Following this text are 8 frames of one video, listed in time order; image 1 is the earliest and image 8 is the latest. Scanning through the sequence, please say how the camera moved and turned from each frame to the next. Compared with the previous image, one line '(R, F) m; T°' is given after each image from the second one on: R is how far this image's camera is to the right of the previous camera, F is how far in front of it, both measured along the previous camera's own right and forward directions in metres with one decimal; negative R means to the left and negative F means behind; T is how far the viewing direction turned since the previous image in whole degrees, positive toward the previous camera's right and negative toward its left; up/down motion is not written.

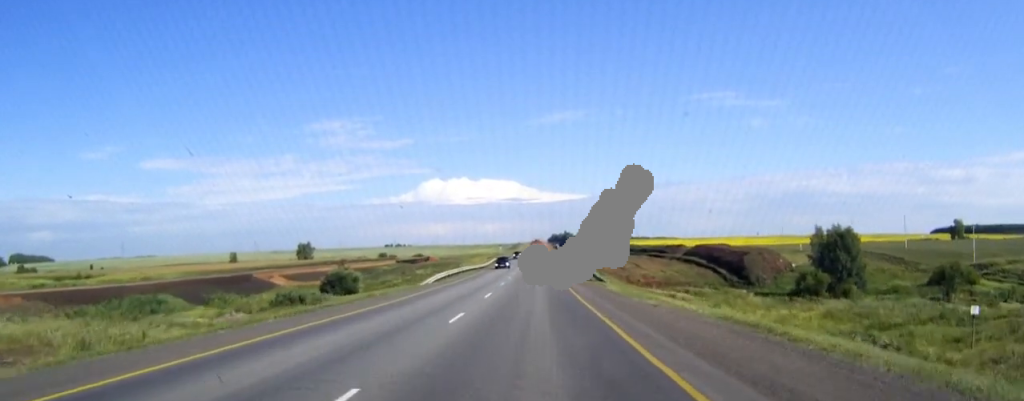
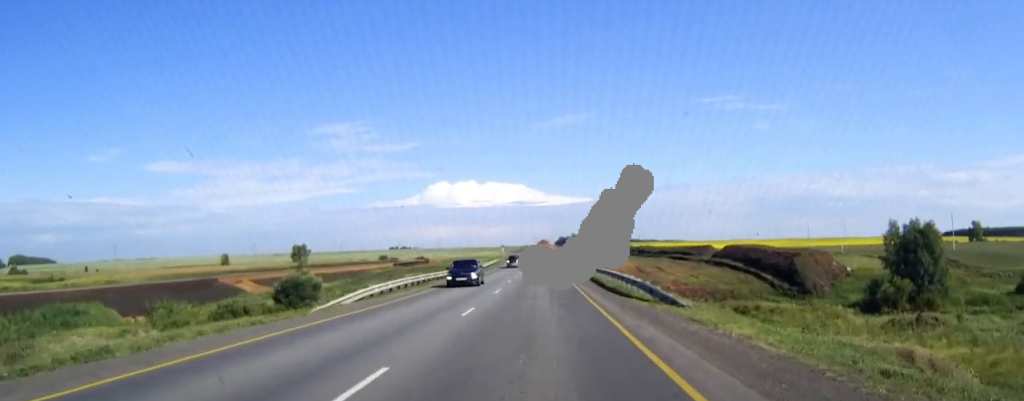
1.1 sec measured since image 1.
(-0.1, +22.4) m; 0°
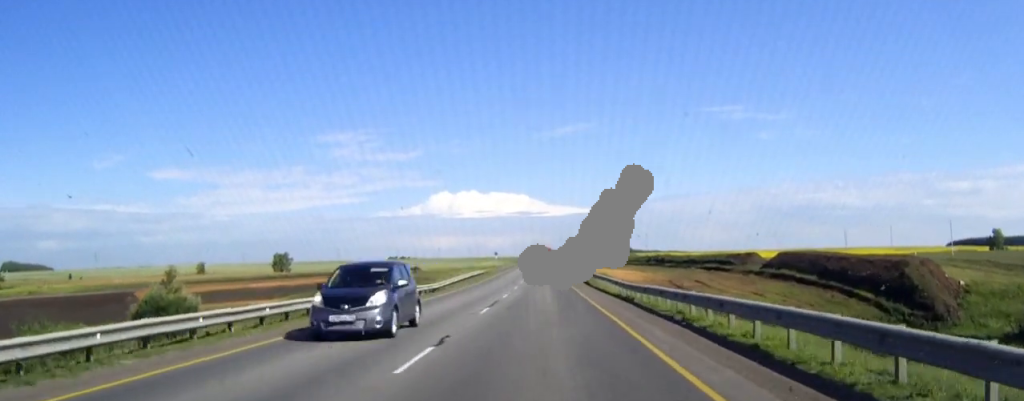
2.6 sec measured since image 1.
(-0.1, +33.1) m; 0°
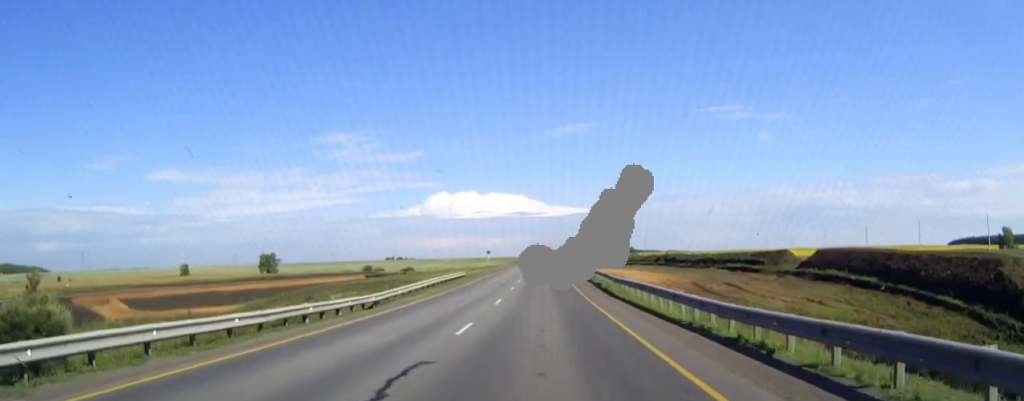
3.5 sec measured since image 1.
(0.0, +17.8) m; 0°
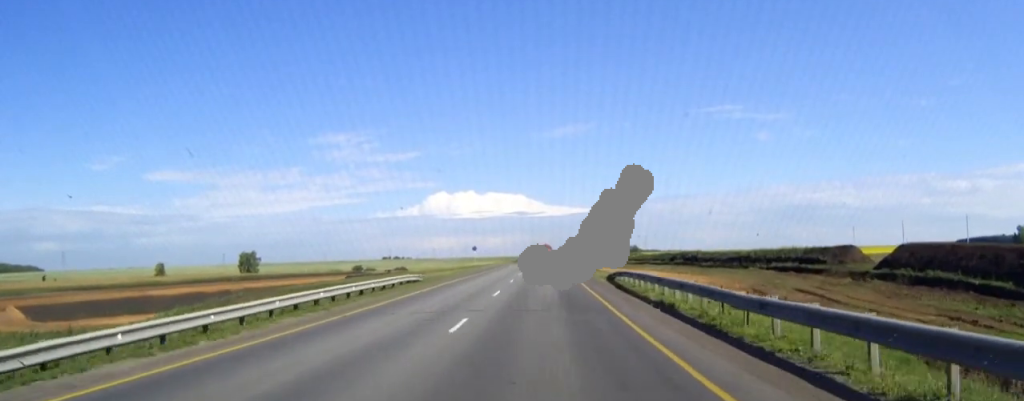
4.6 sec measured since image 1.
(0.0, +25.1) m; 0°
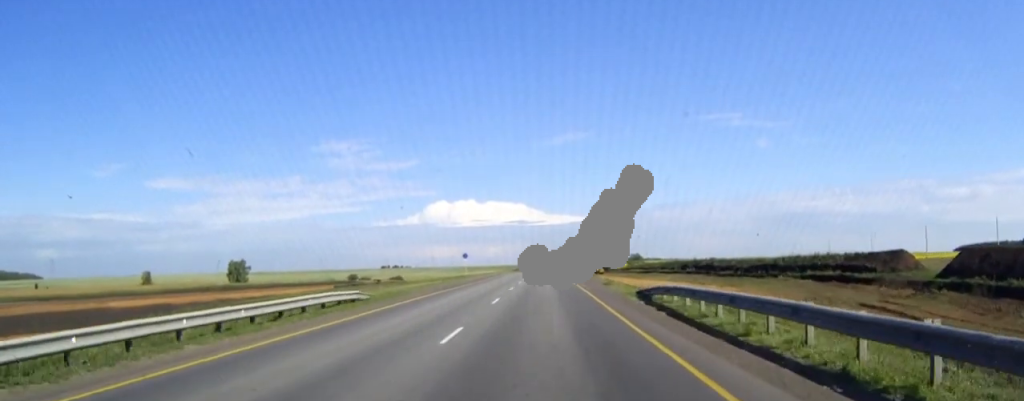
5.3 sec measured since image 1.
(0.0, +13.5) m; 0°
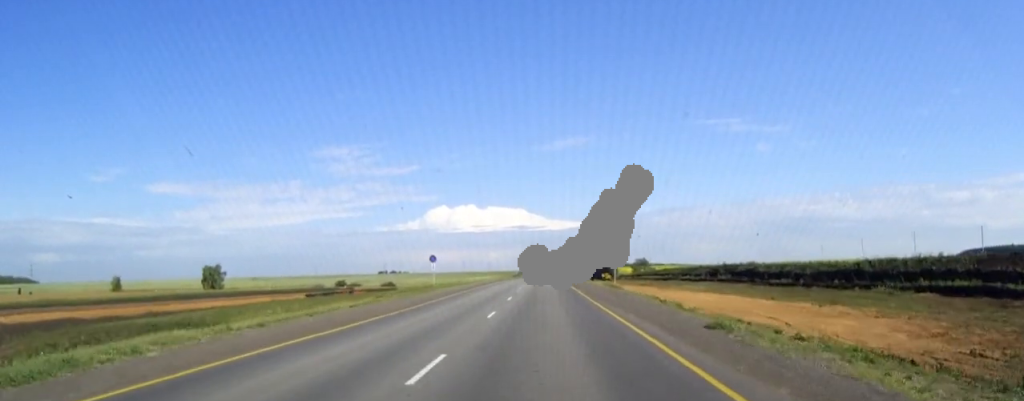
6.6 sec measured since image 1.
(-0.1, +27.8) m; 0°
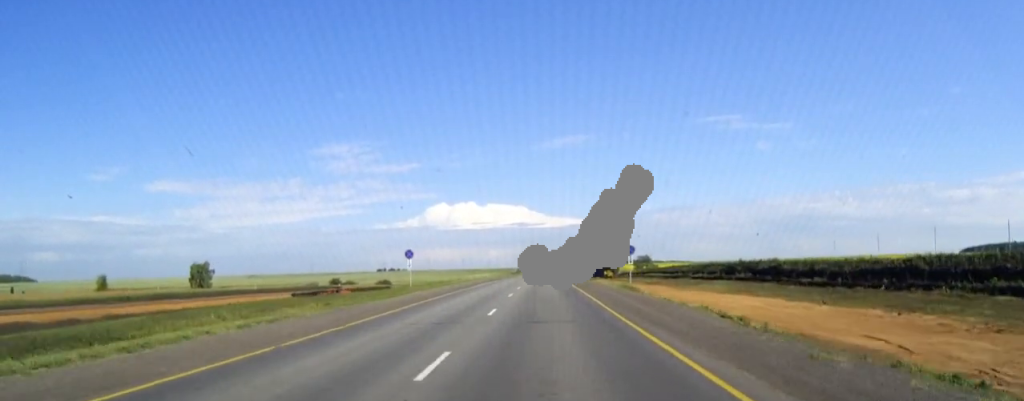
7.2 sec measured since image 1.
(0.0, +11.7) m; 0°
